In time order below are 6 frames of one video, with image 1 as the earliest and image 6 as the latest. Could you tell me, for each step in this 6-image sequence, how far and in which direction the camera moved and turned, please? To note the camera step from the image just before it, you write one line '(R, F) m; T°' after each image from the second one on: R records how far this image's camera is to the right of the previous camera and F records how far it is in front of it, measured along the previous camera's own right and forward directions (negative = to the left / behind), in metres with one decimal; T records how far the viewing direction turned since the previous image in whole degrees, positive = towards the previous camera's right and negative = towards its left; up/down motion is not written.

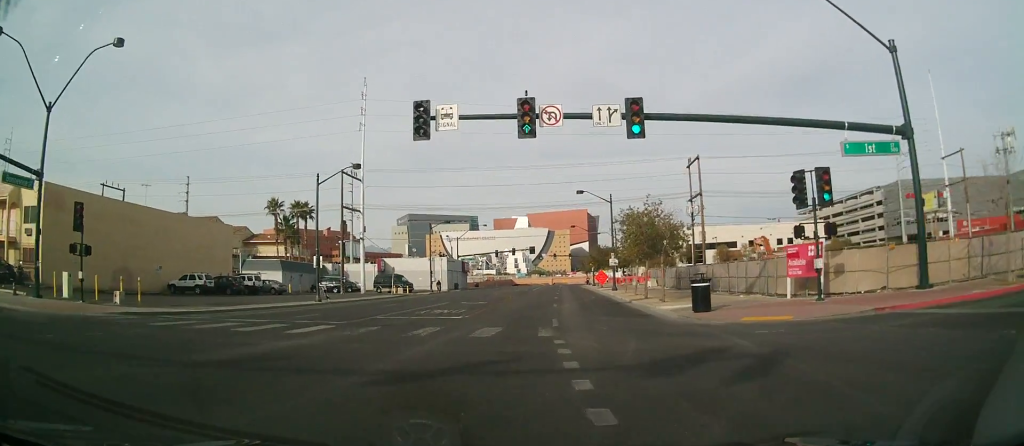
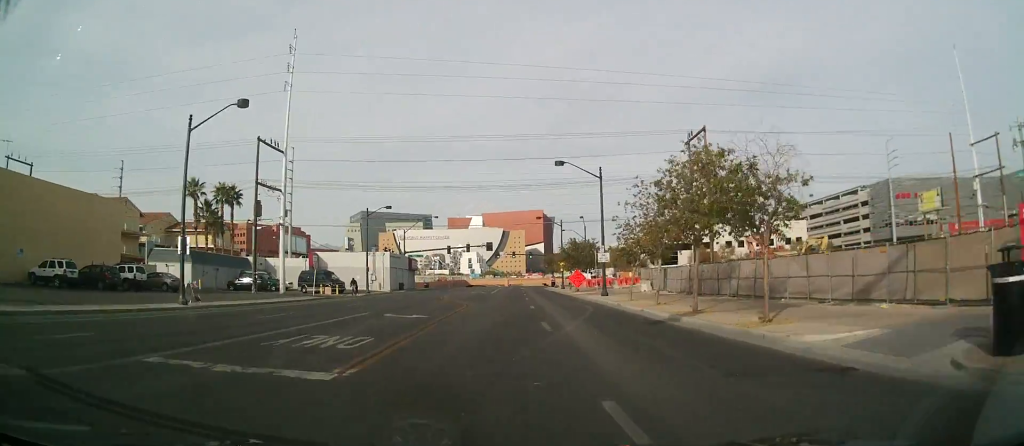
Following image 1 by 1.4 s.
(+0.2, +14.7) m; +2°
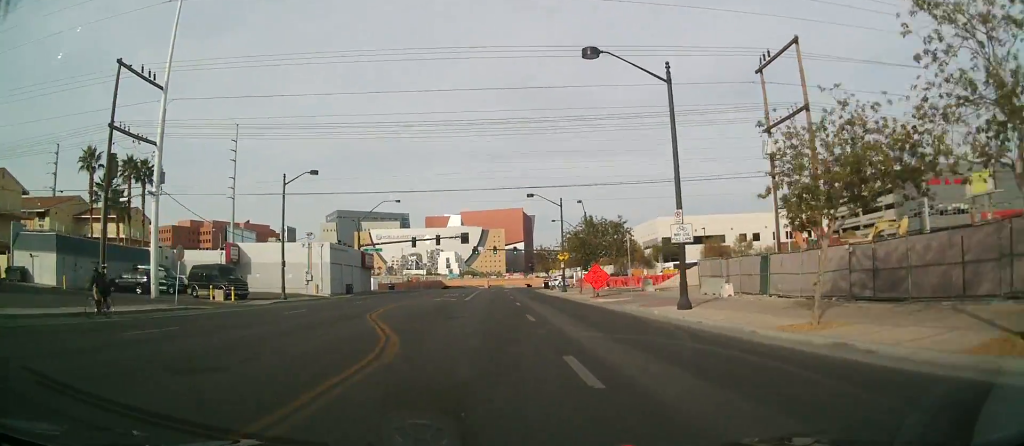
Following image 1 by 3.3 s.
(+0.8, +21.0) m; +3°
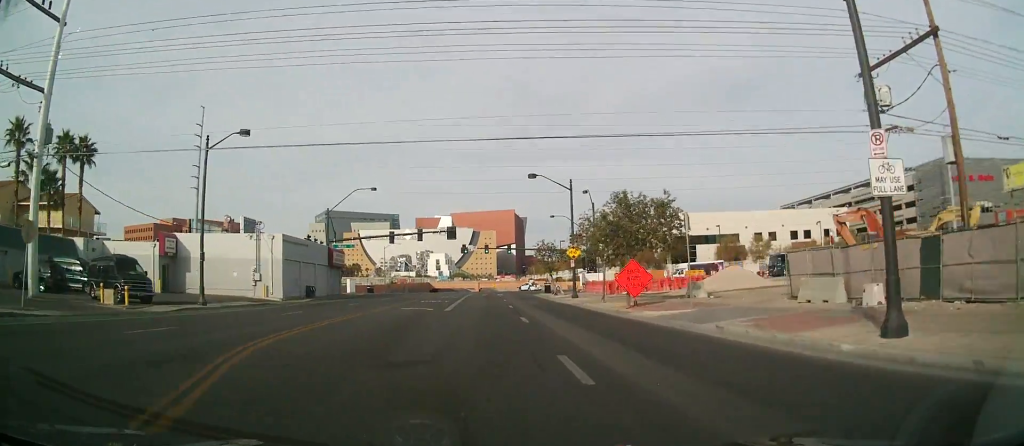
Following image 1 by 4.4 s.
(-0.2, +12.2) m; 0°
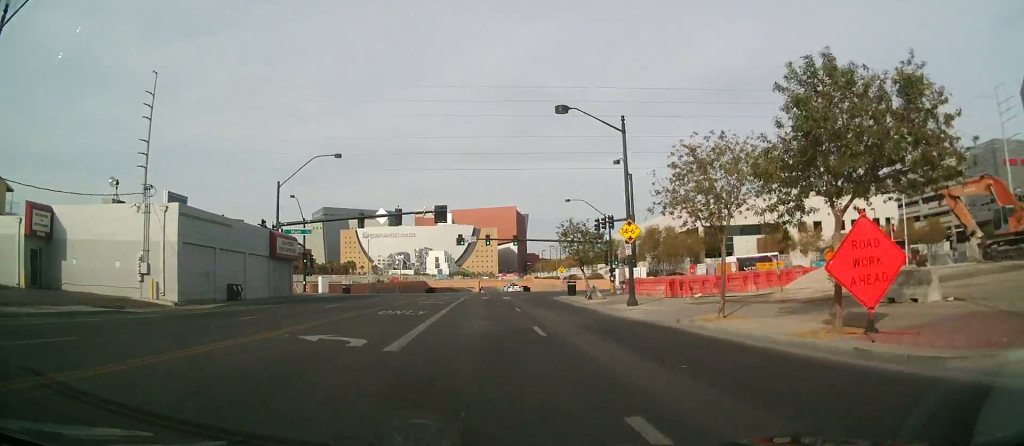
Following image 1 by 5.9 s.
(+0.1, +17.7) m; 0°
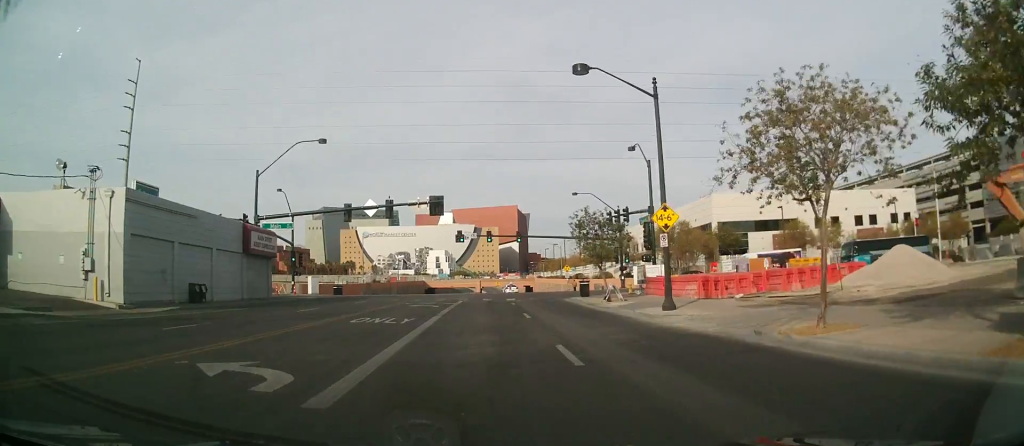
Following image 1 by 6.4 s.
(-0.1, +5.5) m; 0°
